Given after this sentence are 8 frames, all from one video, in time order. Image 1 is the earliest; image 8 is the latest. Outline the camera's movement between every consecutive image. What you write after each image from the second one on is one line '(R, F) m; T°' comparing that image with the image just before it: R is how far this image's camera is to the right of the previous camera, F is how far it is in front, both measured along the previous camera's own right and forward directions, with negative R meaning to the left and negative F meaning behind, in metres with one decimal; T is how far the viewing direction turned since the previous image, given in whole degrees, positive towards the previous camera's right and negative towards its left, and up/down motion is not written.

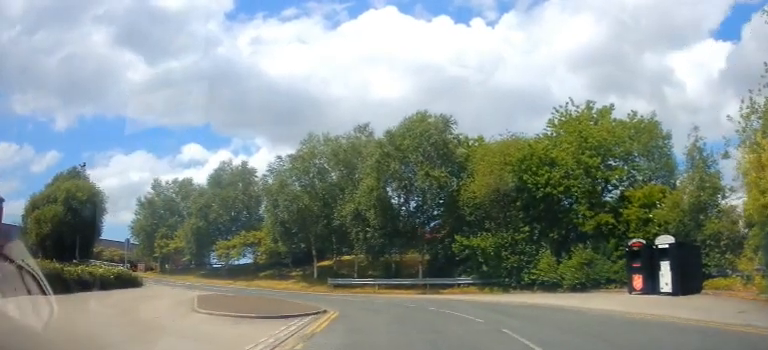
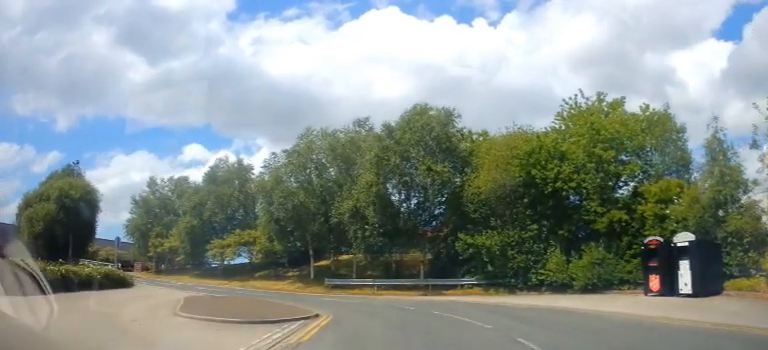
(+0.1, +1.4) m; -4°
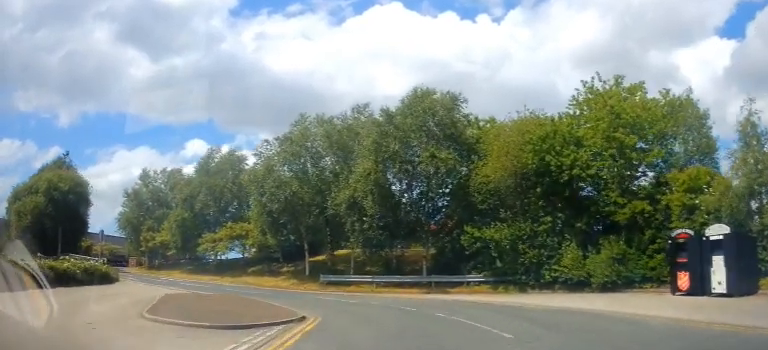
(-0.1, +1.9) m; -1°
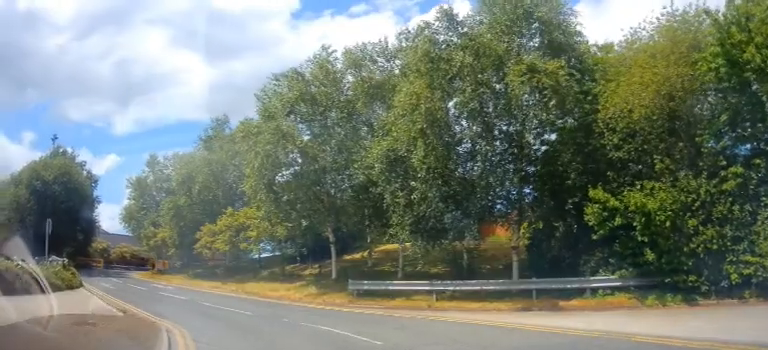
(+0.3, +9.9) m; -4°
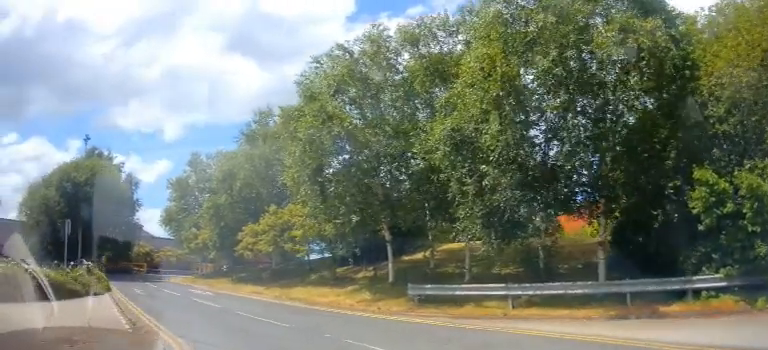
(-0.2, +2.4) m; -7°
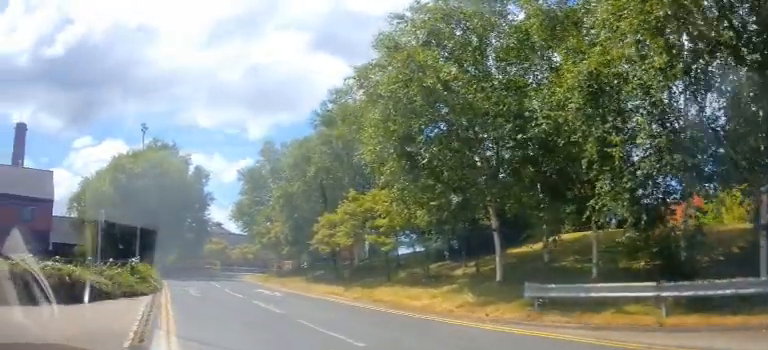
(-0.3, +3.6) m; -11°
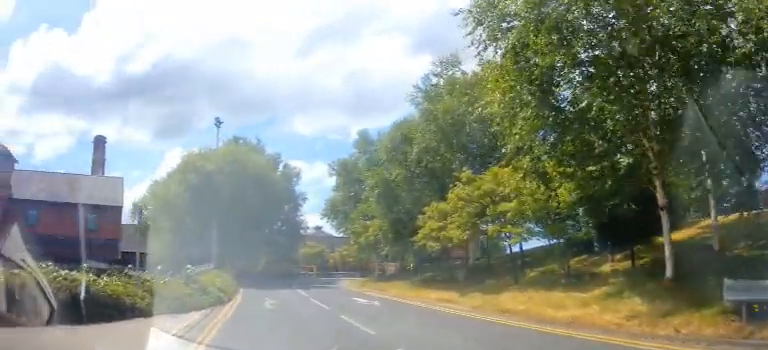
(-0.4, +3.9) m; -13°
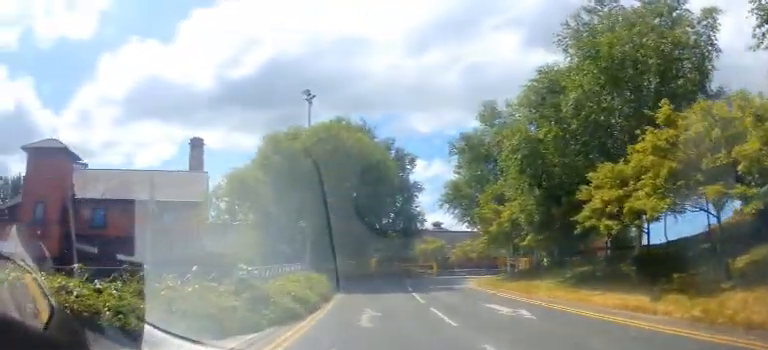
(-0.8, +5.2) m; -13°
